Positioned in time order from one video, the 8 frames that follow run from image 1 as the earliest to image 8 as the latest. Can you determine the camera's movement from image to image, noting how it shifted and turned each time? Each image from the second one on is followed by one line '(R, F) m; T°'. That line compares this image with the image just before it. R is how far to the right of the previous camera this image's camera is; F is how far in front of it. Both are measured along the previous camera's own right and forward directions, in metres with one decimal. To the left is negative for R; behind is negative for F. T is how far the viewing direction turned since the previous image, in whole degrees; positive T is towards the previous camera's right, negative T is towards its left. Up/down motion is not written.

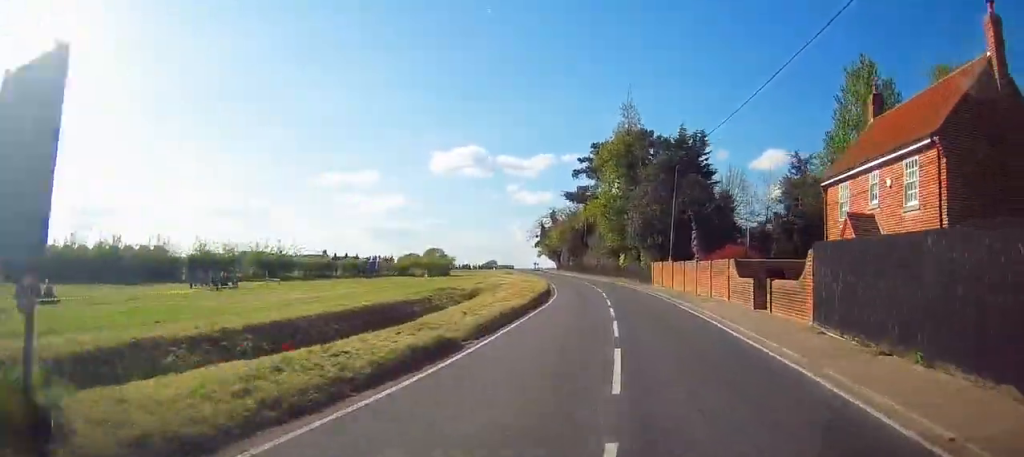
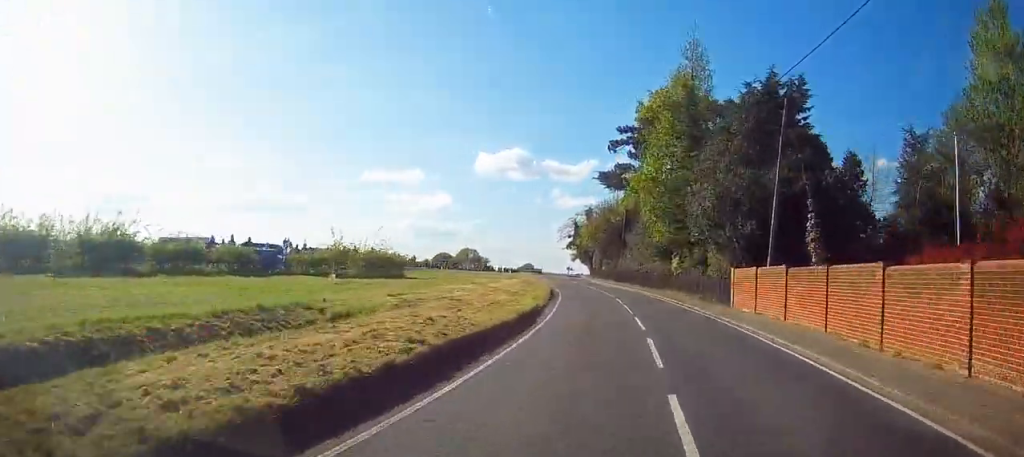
(-0.1, +19.9) m; -4°
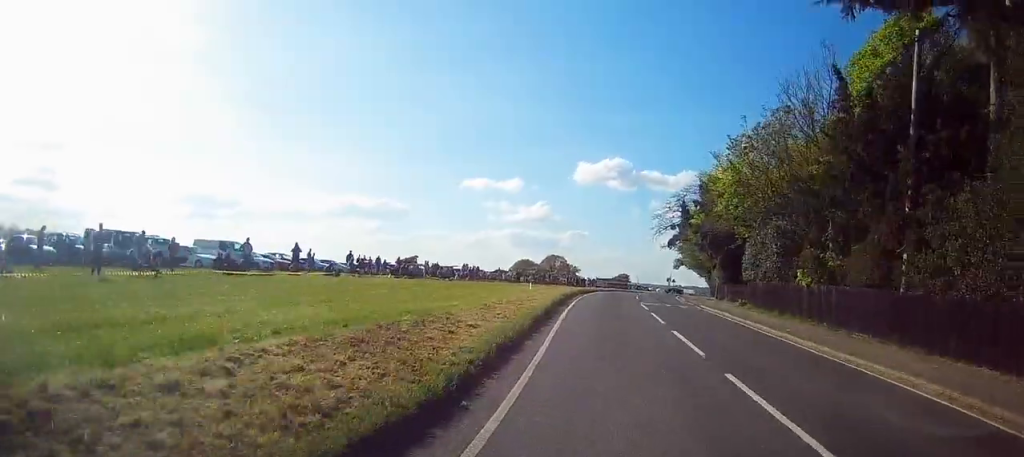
(-3.5, +47.6) m; -5°
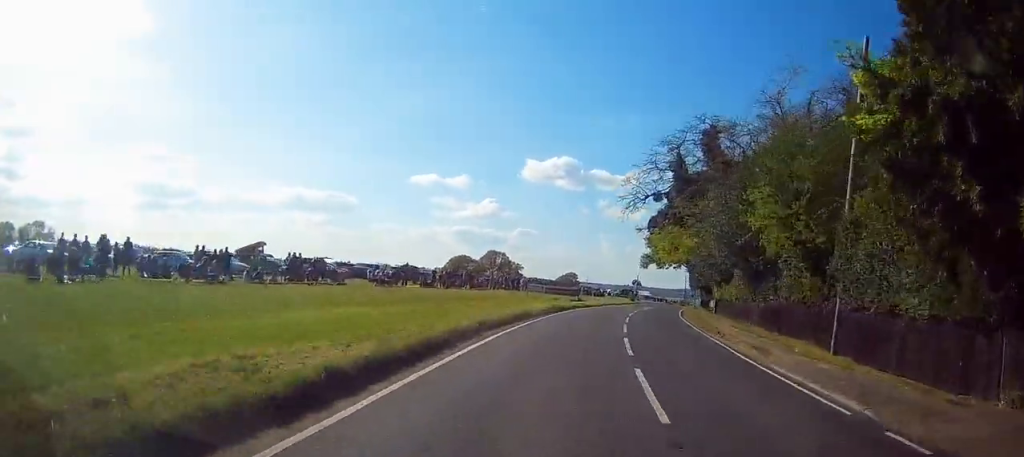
(-0.1, +30.1) m; +2°
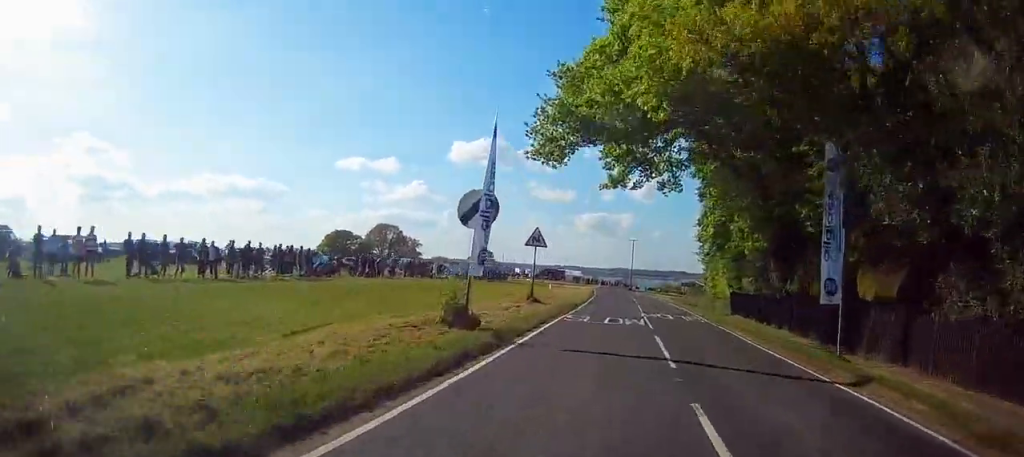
(+3.9, +64.0) m; +5°
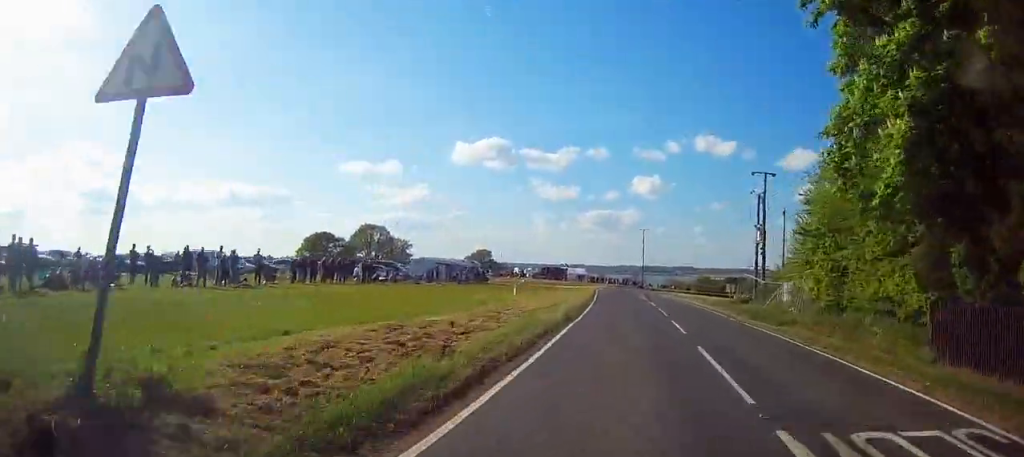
(0.0, +21.1) m; 0°
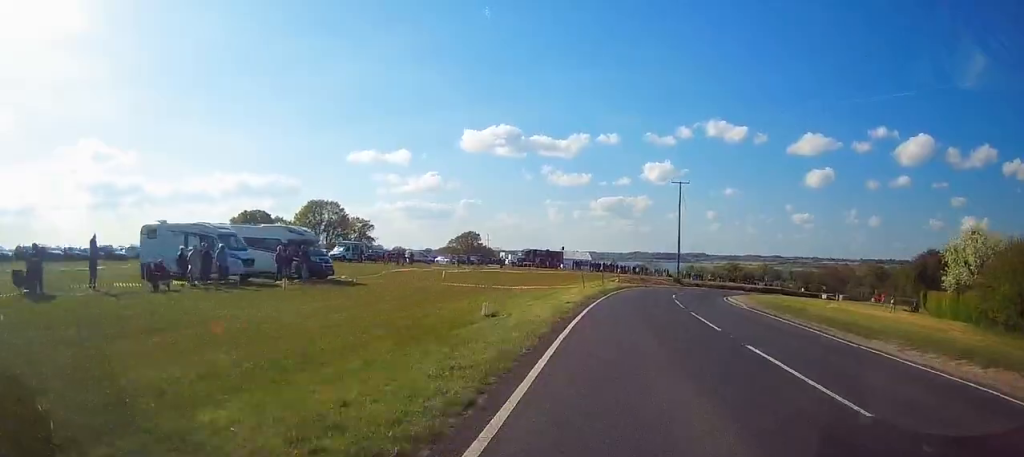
(+0.2, +48.3) m; +3°
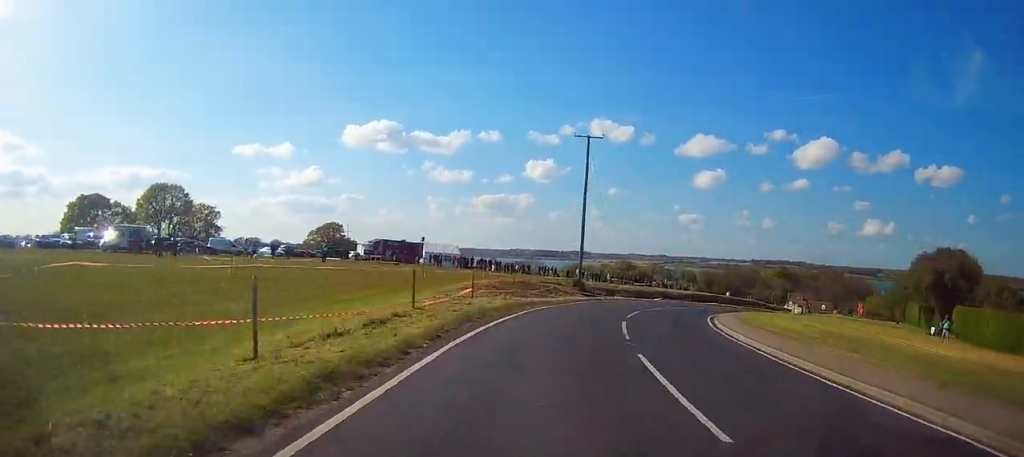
(+0.7, +26.8) m; +7°
